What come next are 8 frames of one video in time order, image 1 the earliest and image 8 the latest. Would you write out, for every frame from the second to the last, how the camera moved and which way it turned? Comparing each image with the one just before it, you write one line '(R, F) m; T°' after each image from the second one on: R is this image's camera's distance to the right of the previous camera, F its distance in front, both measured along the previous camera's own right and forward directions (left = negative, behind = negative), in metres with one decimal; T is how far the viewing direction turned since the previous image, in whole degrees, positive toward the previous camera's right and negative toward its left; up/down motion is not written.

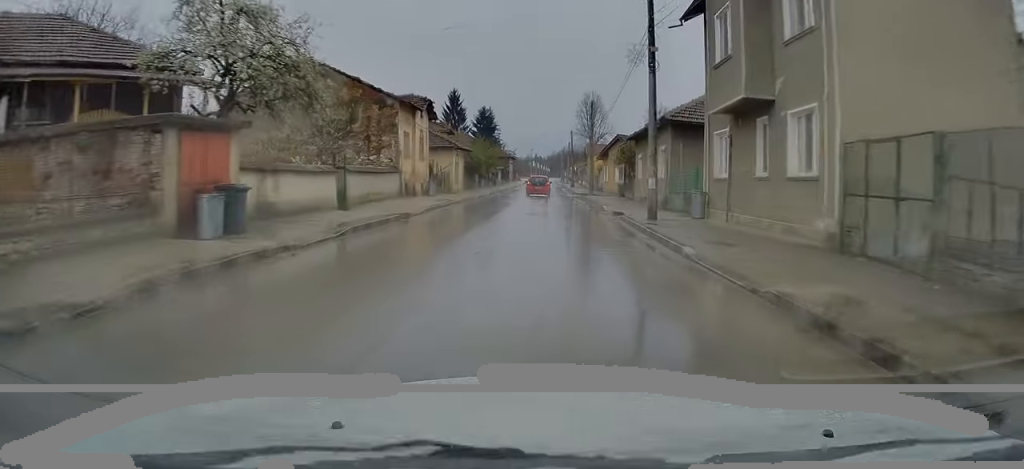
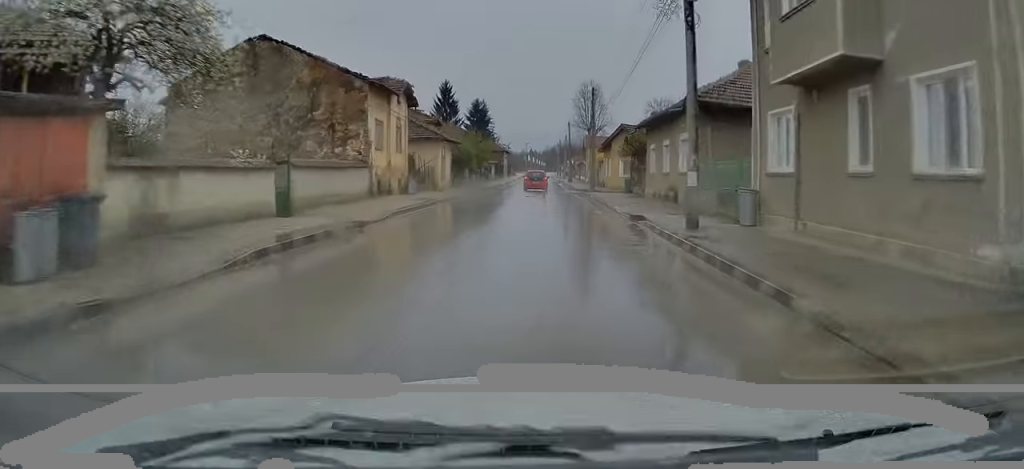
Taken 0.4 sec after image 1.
(0.0, +5.2) m; 0°
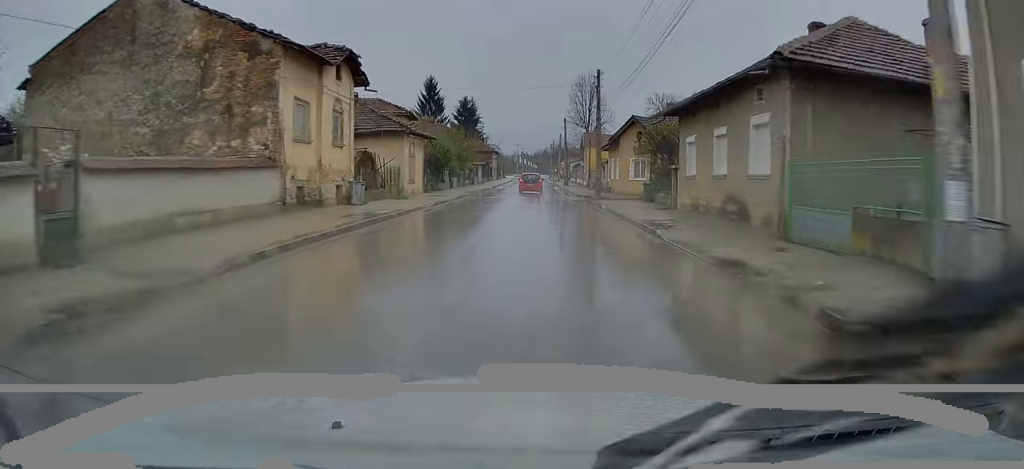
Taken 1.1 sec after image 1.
(+0.1, +9.1) m; 0°
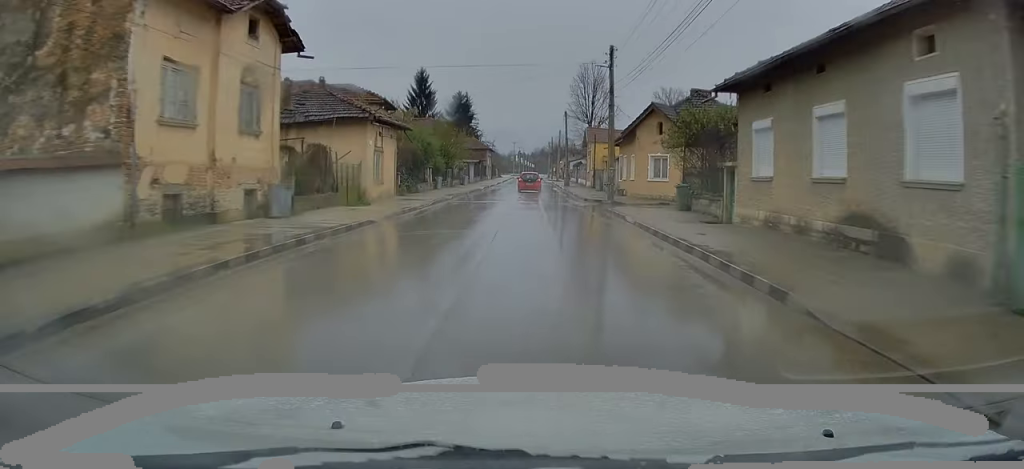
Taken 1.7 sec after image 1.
(-0.1, +7.4) m; +1°
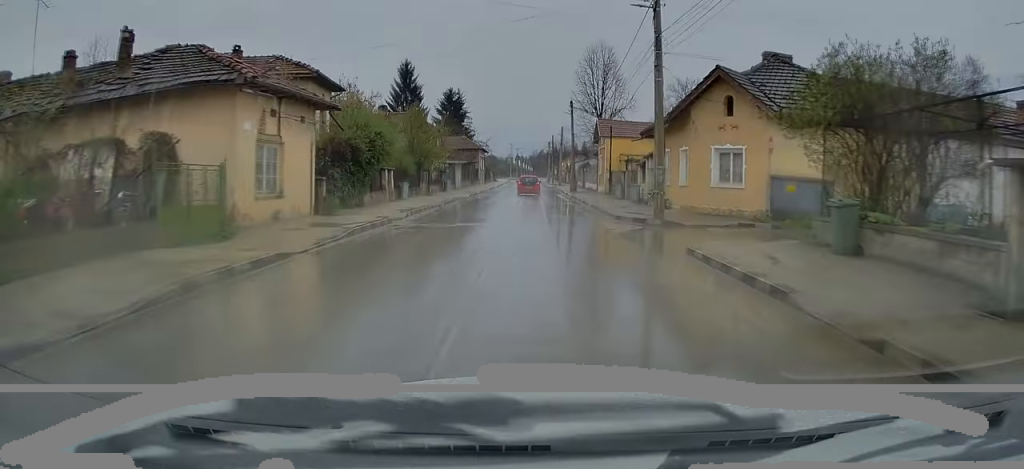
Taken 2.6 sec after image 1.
(+0.1, +12.3) m; +1°
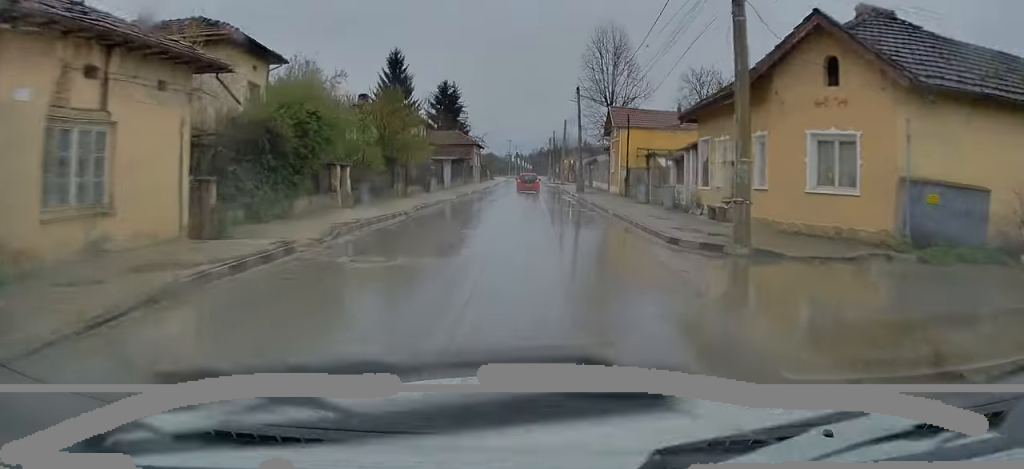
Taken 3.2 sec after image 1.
(+0.2, +7.9) m; +1°
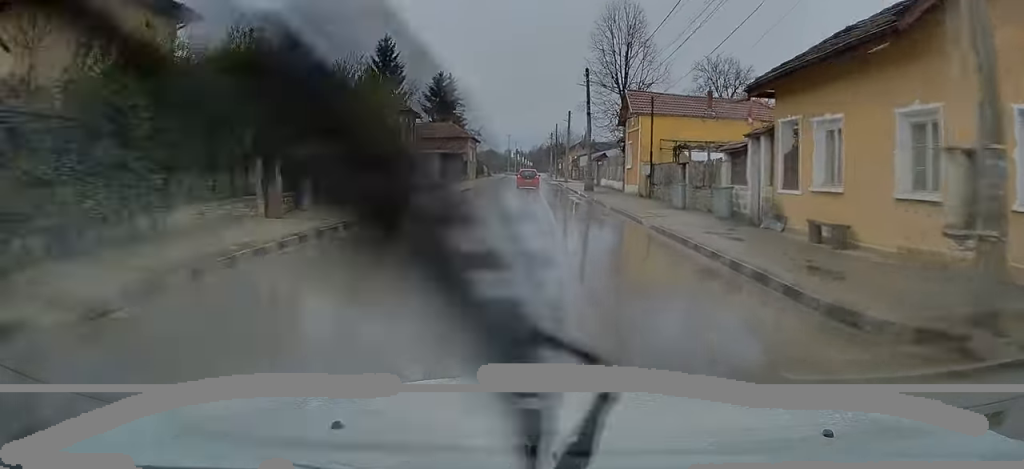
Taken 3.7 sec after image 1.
(-0.1, +7.0) m; 0°
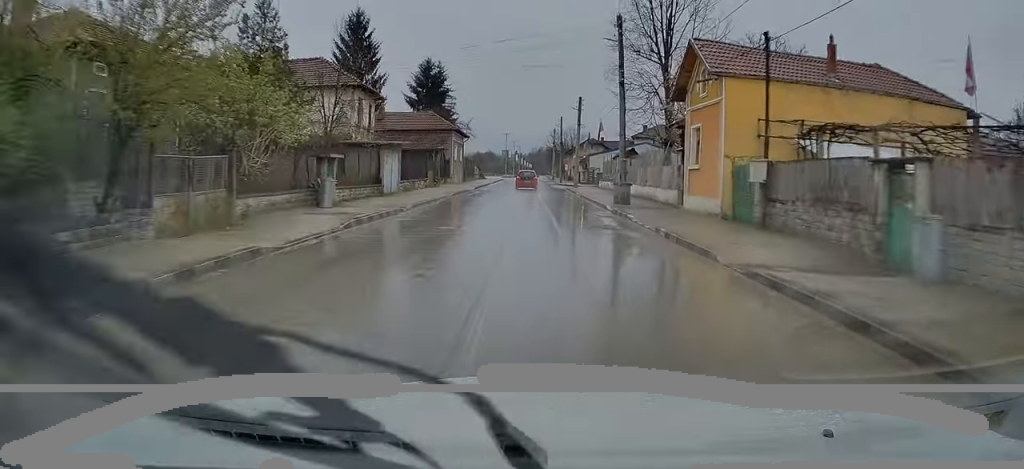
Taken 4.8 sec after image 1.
(-0.1, +14.6) m; -1°
